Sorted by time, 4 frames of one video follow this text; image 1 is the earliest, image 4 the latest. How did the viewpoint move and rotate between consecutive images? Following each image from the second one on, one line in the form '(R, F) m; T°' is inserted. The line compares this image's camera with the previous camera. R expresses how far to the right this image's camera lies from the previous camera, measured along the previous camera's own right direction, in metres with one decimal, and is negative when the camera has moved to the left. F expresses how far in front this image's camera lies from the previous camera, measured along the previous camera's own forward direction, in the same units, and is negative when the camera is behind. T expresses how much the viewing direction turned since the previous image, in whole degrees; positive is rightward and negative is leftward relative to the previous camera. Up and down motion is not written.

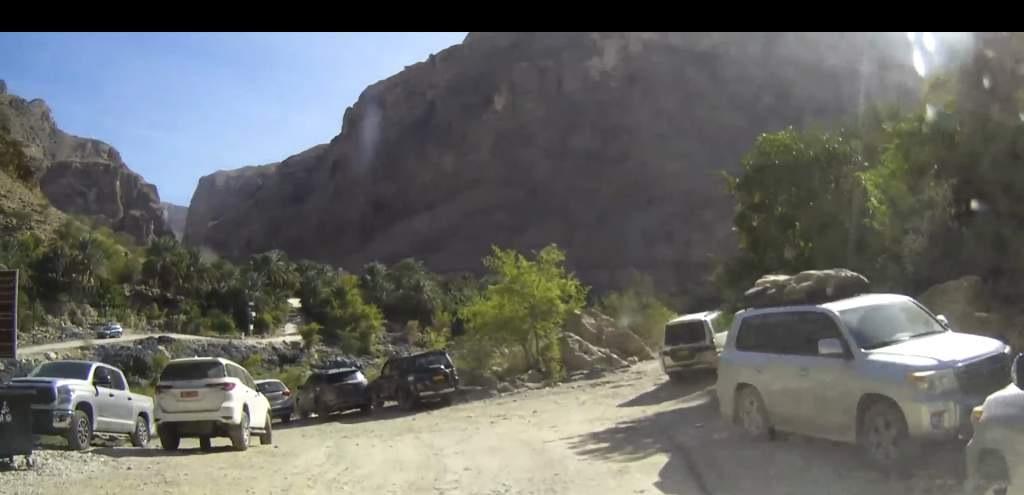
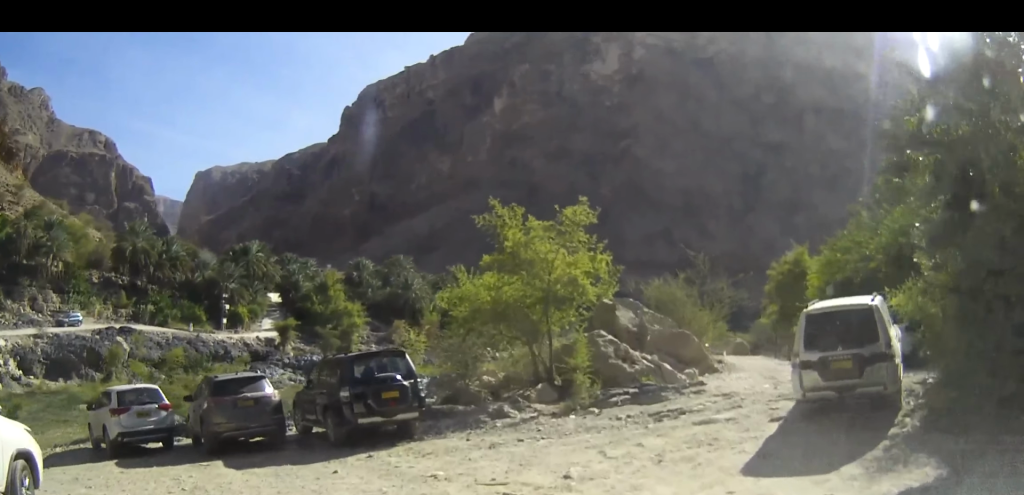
(+0.4, +9.1) m; +1°
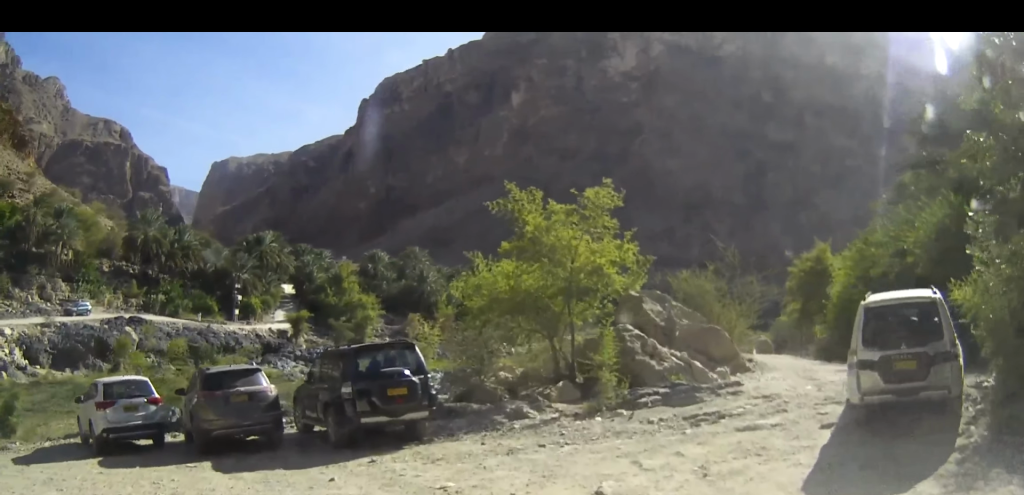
(0.0, +1.3) m; -3°
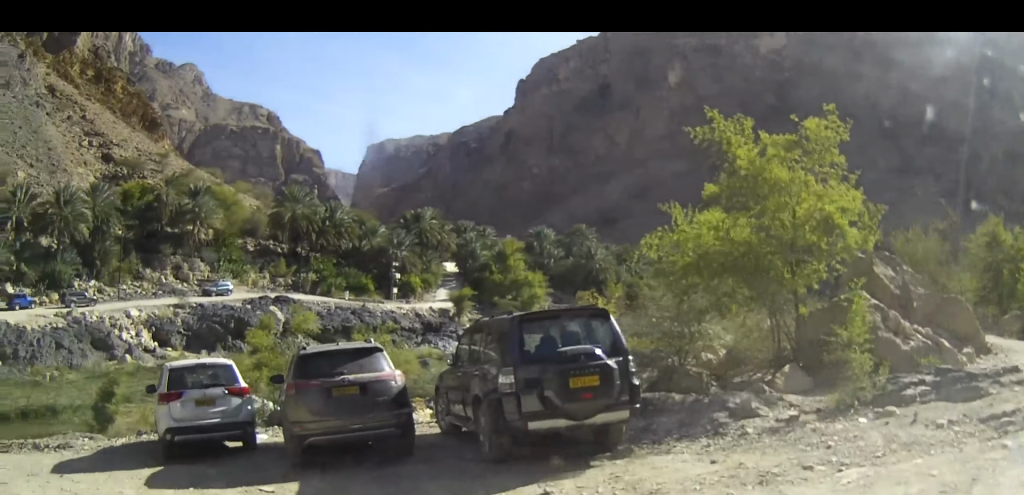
(-0.5, +3.9) m; -16°
